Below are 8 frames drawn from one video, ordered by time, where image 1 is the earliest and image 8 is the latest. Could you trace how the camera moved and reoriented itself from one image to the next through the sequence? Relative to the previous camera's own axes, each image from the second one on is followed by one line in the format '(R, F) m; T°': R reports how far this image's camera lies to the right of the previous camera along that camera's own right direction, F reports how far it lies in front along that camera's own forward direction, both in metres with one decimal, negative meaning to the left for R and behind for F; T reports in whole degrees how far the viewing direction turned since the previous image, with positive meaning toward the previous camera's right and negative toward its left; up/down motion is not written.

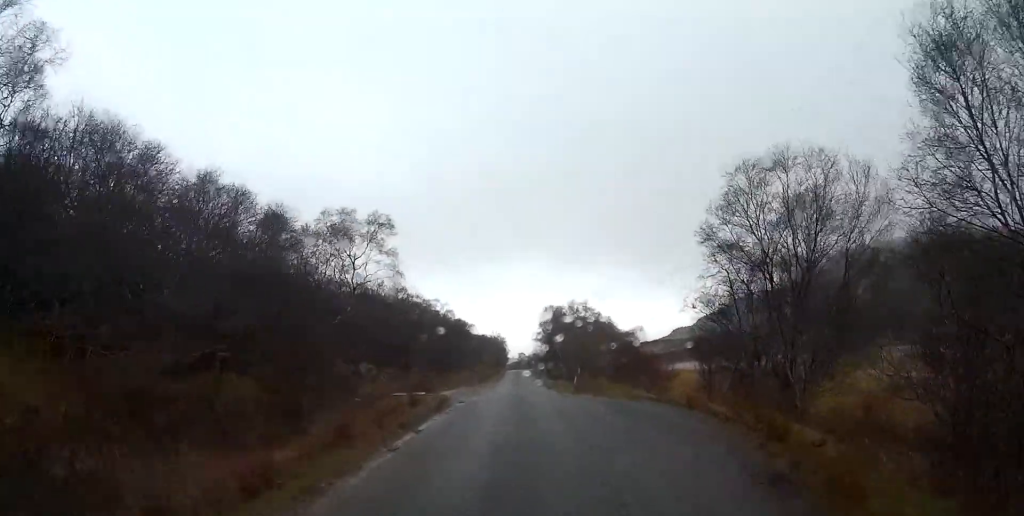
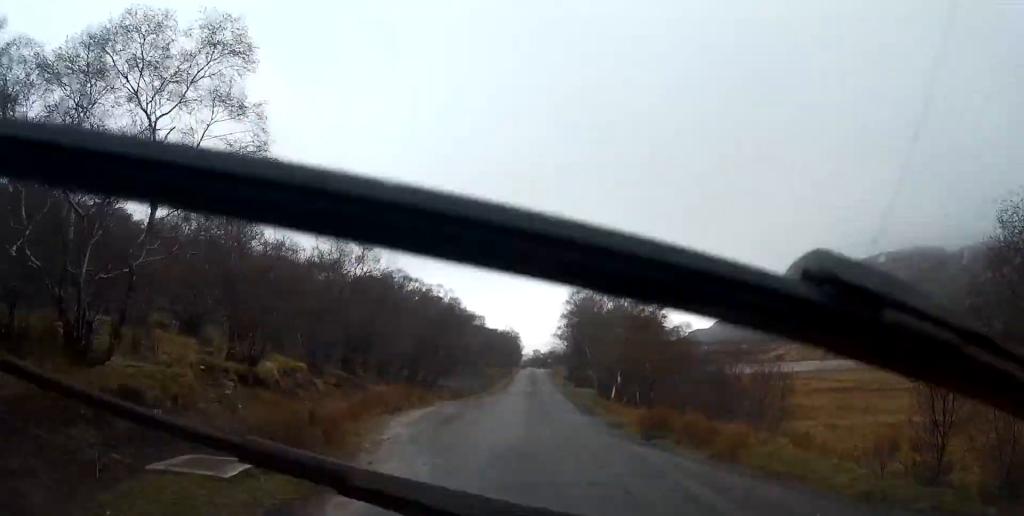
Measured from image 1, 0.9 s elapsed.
(-0.1, +14.6) m; -1°
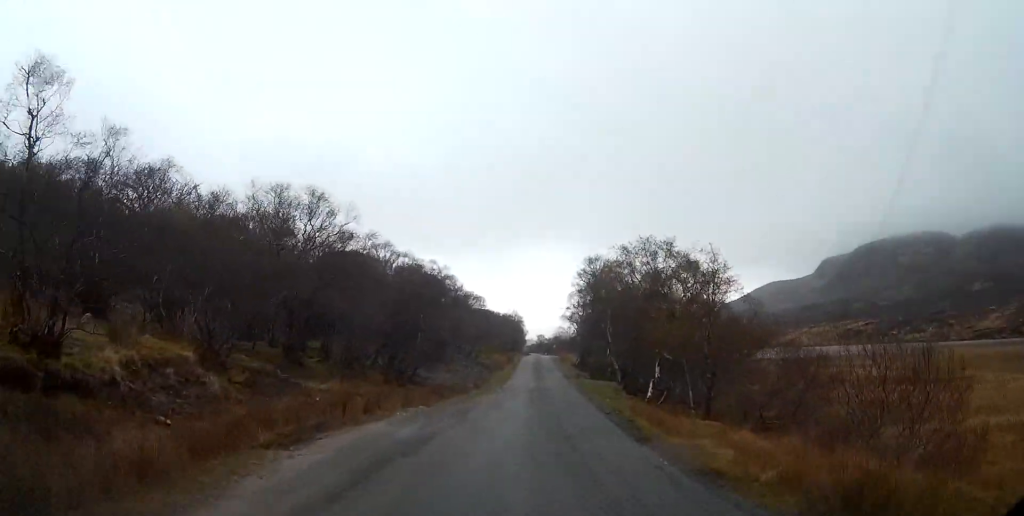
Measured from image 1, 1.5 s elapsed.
(0.0, +9.4) m; -1°
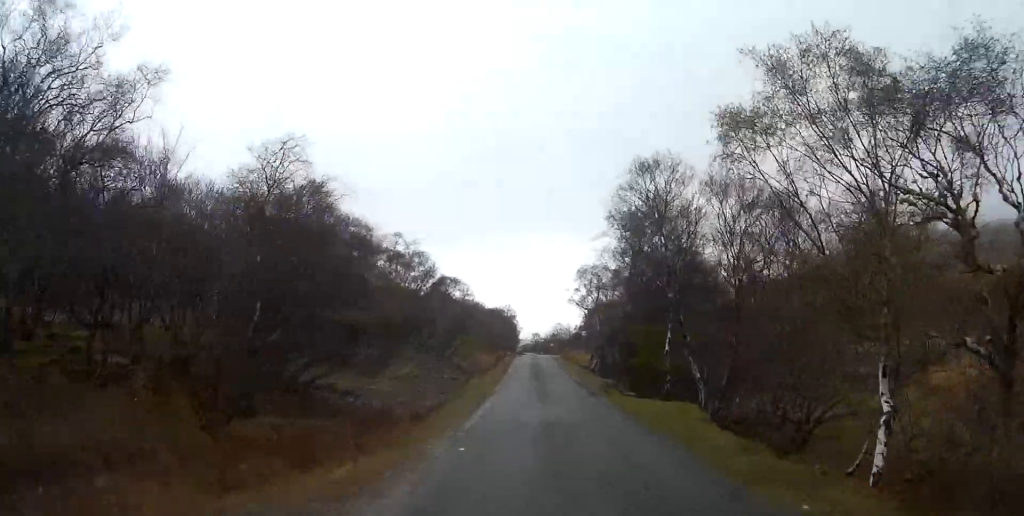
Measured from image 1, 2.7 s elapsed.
(-0.1, +17.4) m; 0°
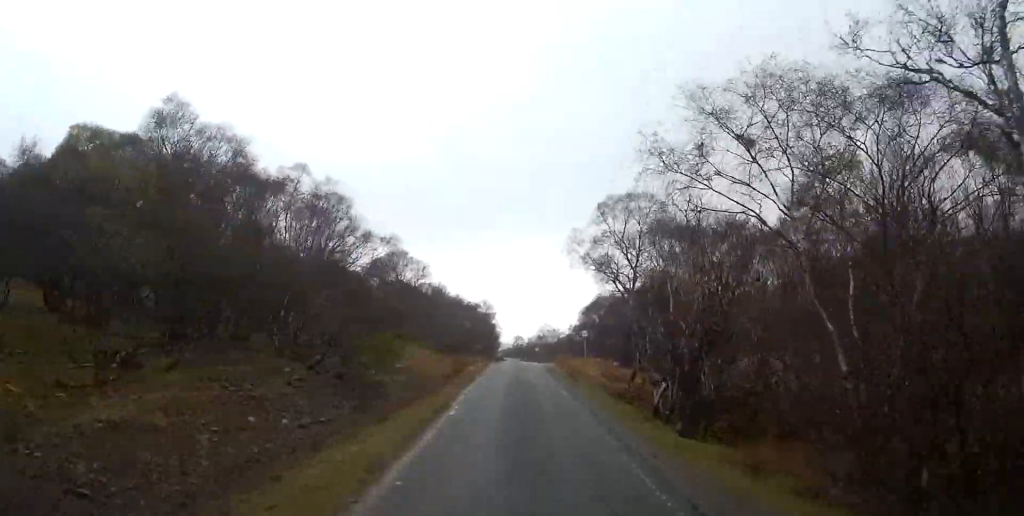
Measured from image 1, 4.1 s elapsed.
(+0.3, +22.1) m; +2°
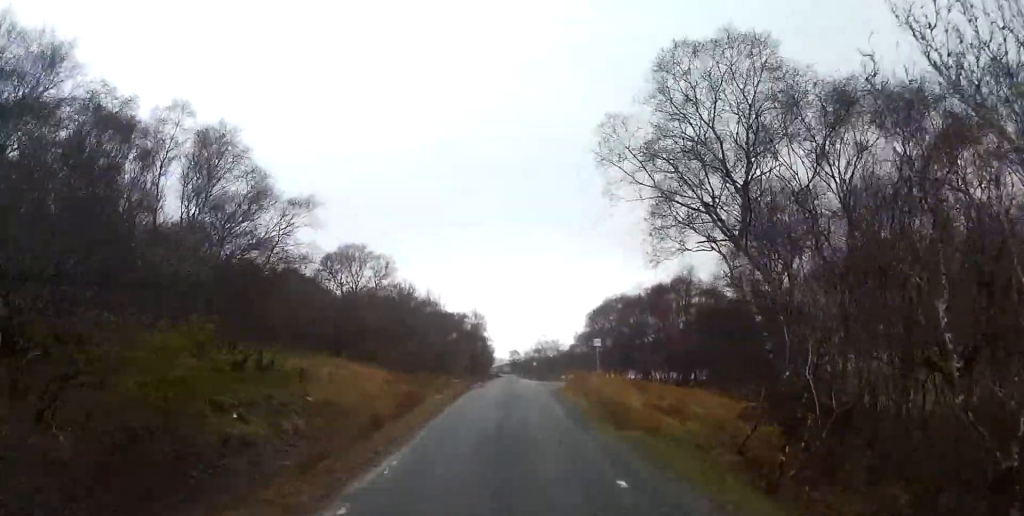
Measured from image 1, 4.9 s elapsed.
(+0.1, +12.8) m; +1°
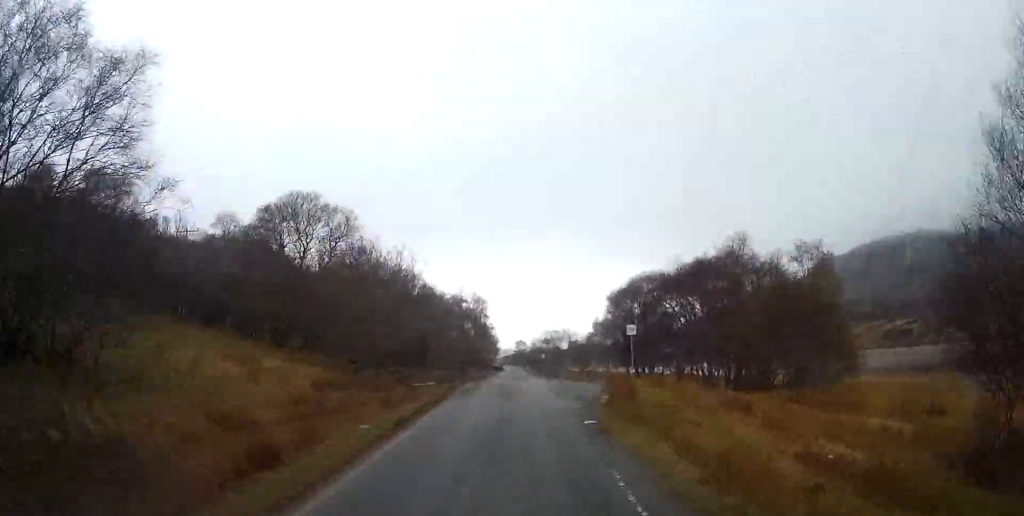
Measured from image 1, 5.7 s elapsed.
(+0.1, +11.7) m; 0°
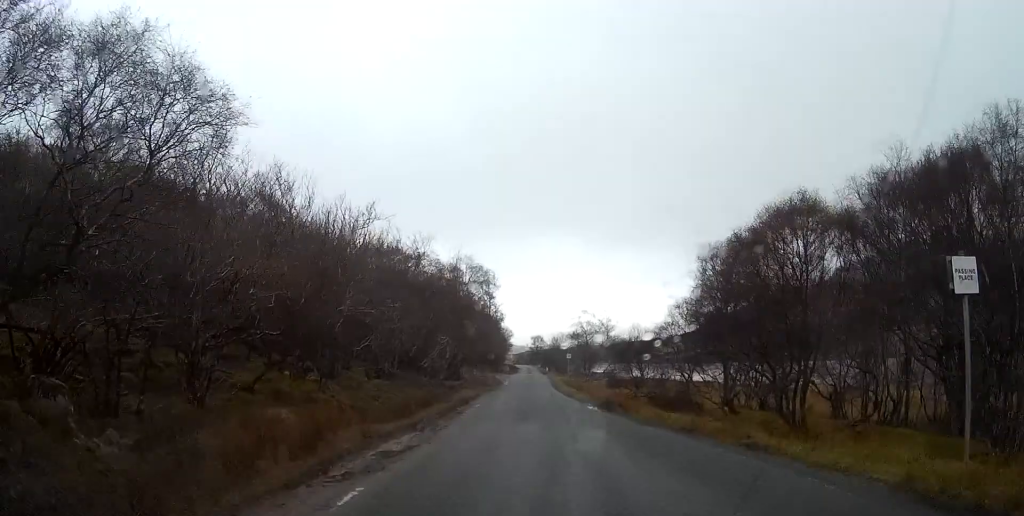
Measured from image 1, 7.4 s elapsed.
(-0.4, +25.2) m; -2°
